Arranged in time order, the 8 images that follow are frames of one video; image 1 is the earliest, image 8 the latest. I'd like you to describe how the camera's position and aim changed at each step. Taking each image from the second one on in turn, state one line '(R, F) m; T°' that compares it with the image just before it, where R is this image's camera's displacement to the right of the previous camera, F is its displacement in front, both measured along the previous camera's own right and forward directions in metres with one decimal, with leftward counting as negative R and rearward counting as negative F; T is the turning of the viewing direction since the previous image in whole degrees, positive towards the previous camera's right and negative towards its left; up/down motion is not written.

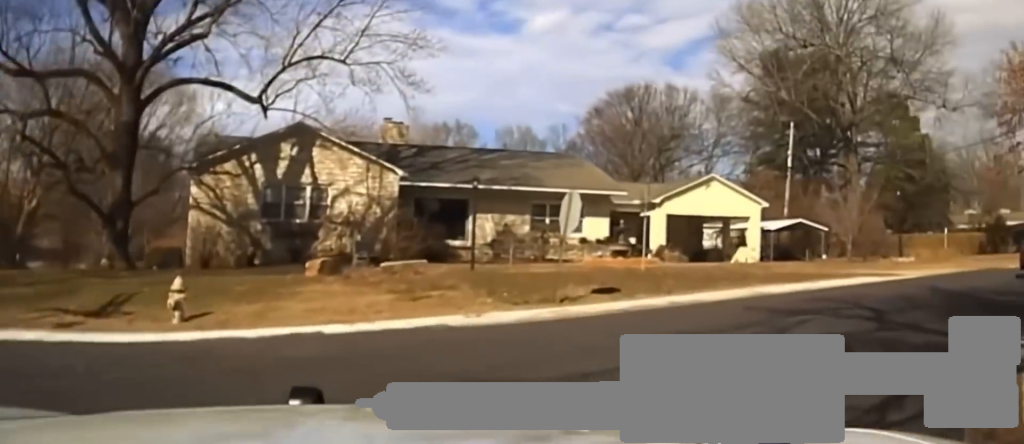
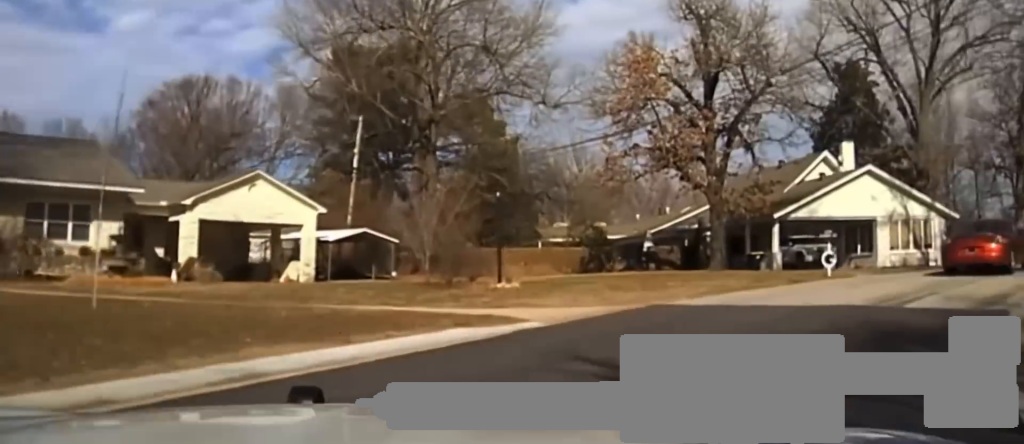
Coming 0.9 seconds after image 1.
(+2.2, +7.9) m; +29°
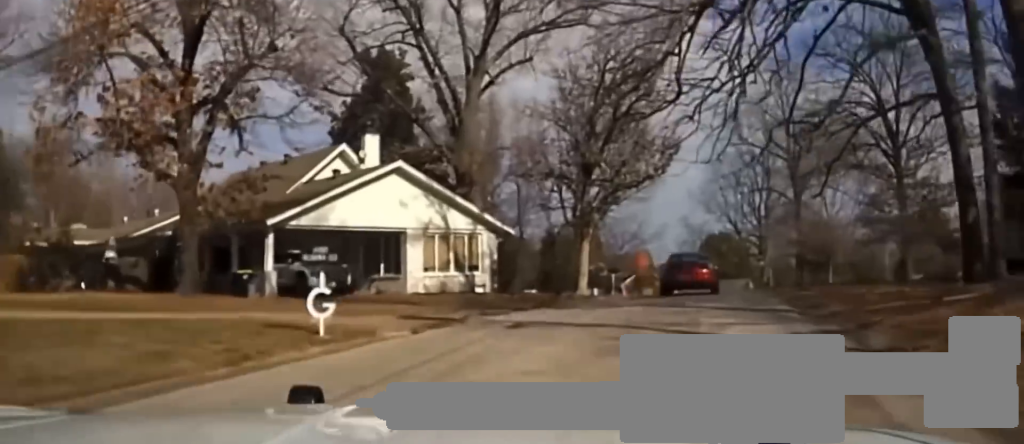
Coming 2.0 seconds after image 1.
(+3.4, +11.6) m; +26°
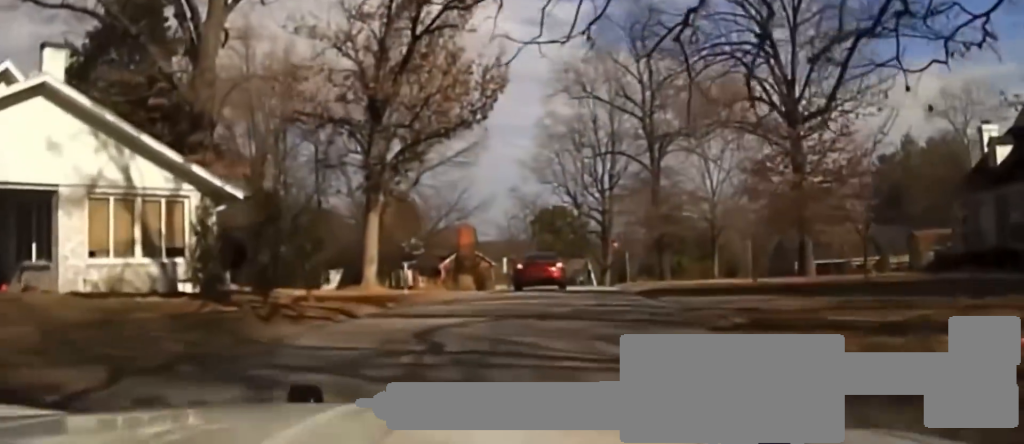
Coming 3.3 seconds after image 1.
(+2.6, +13.6) m; +16°
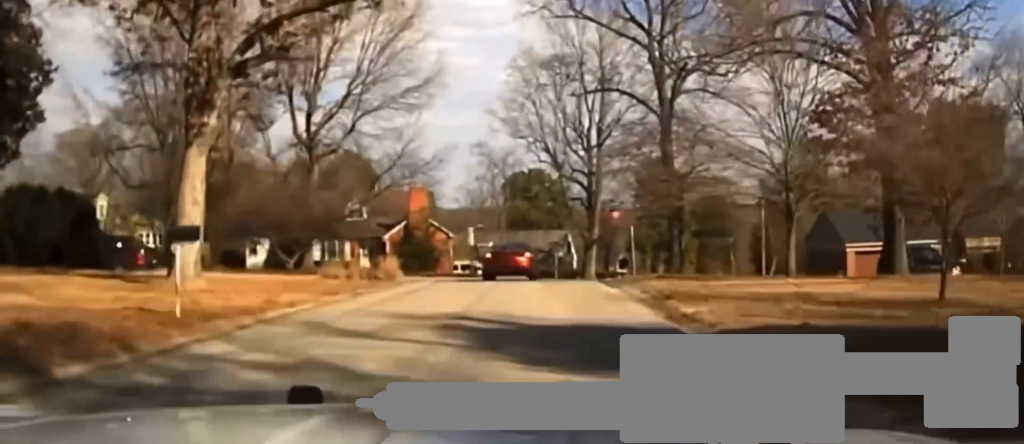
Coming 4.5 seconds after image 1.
(+0.5, +13.7) m; 0°
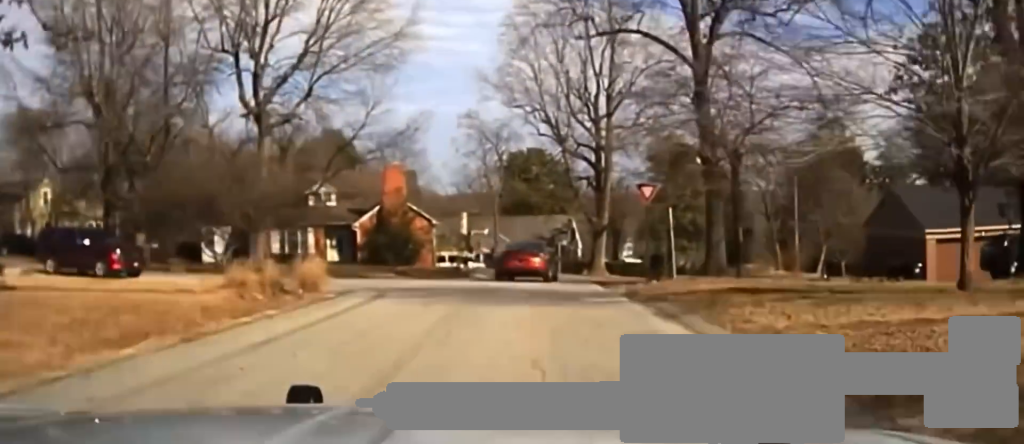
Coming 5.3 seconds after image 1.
(-0.3, +10.9) m; -2°
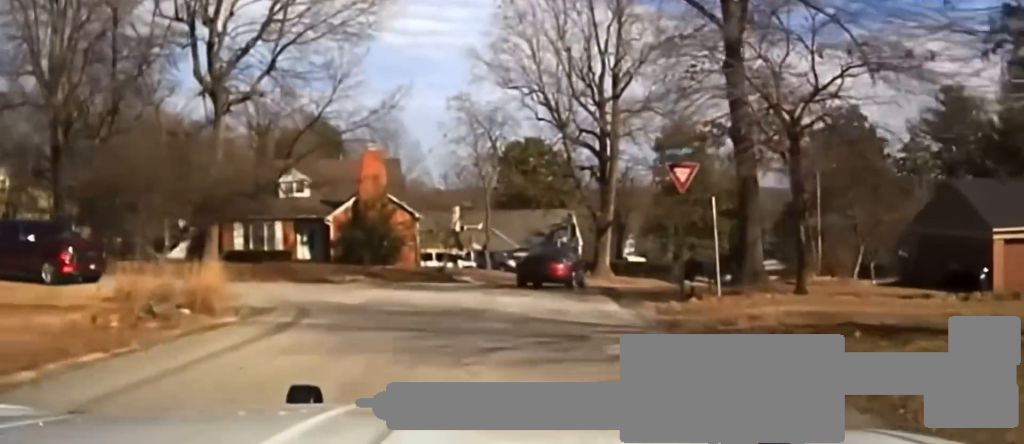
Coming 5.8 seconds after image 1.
(-0.1, +6.8) m; -1°
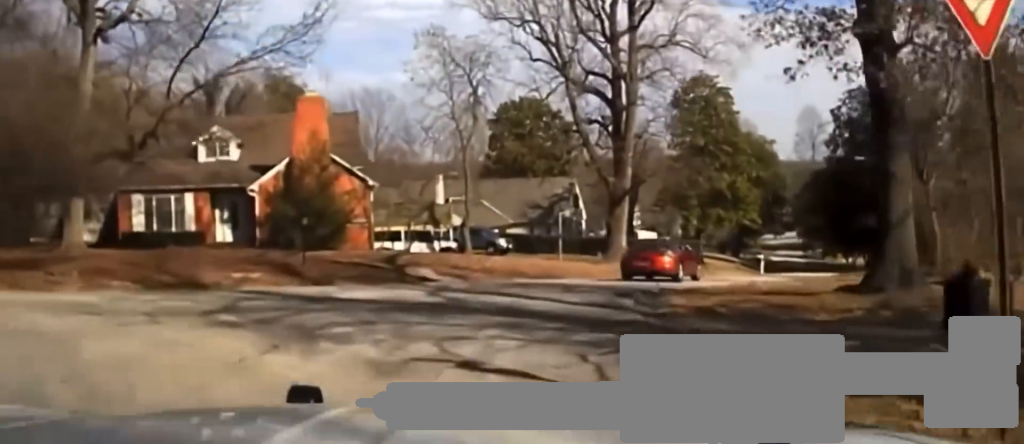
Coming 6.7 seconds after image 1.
(-0.2, +13.4) m; 0°
